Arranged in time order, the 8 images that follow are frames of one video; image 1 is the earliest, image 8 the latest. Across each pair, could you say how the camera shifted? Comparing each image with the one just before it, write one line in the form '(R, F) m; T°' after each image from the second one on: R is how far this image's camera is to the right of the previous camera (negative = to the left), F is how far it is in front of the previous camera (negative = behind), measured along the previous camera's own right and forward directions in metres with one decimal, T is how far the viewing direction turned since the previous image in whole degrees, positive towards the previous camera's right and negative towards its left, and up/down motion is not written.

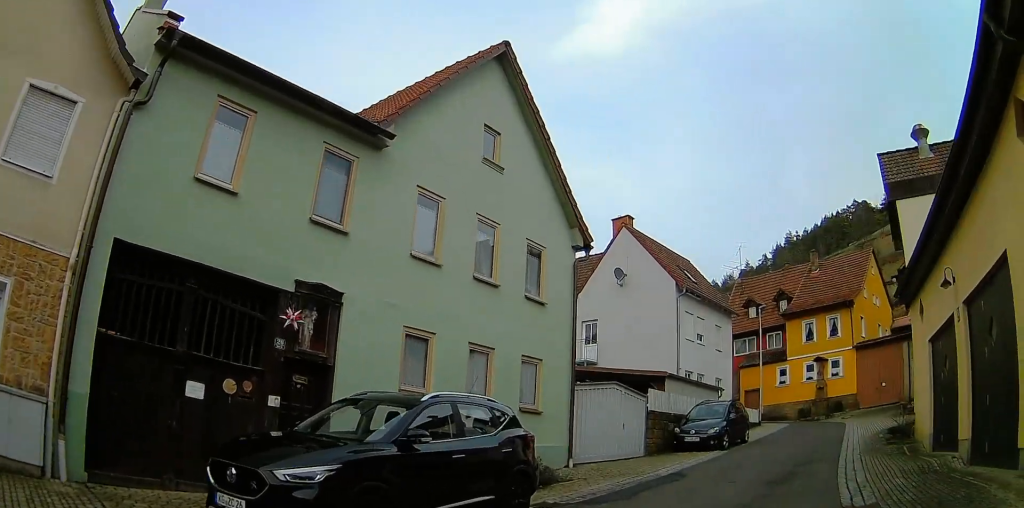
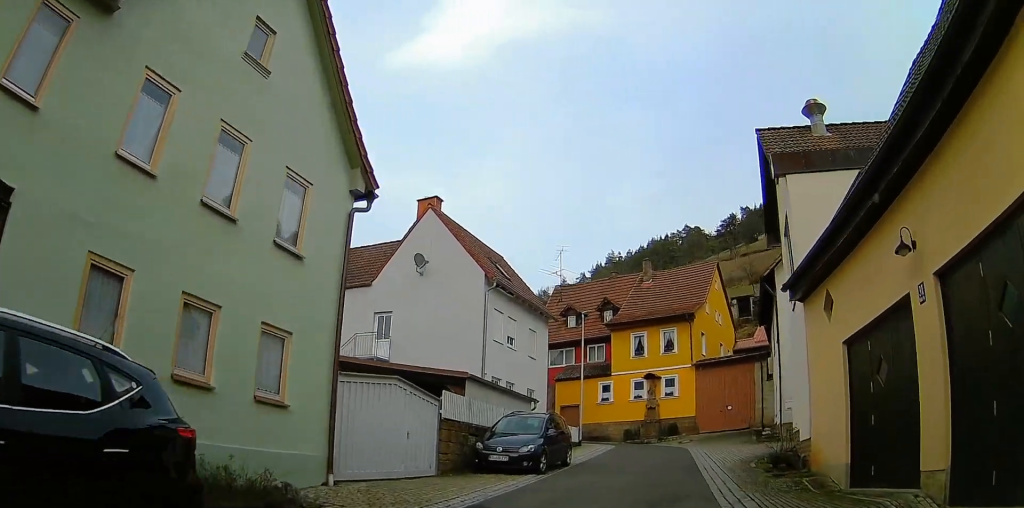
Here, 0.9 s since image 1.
(+0.1, +3.5) m; +9°
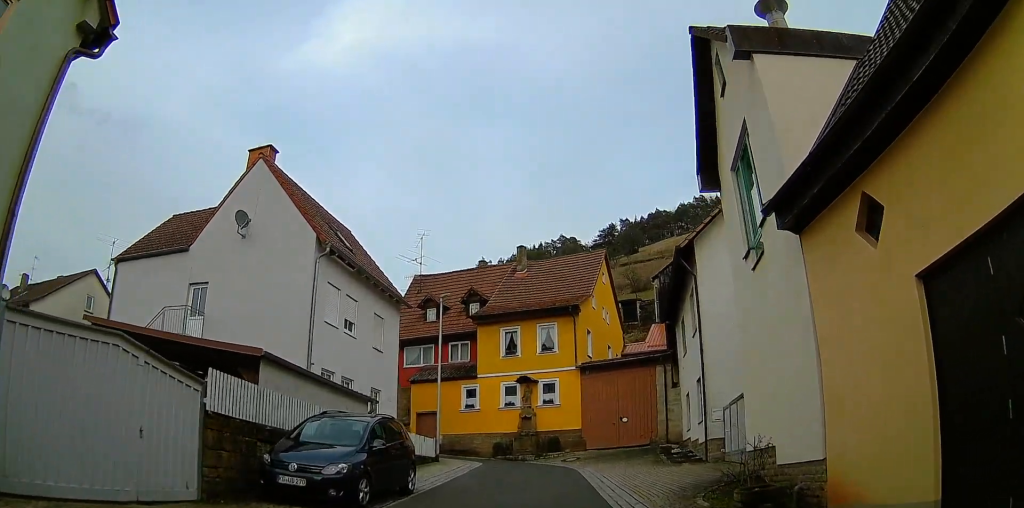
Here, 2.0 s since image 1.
(+0.5, +5.2) m; +1°
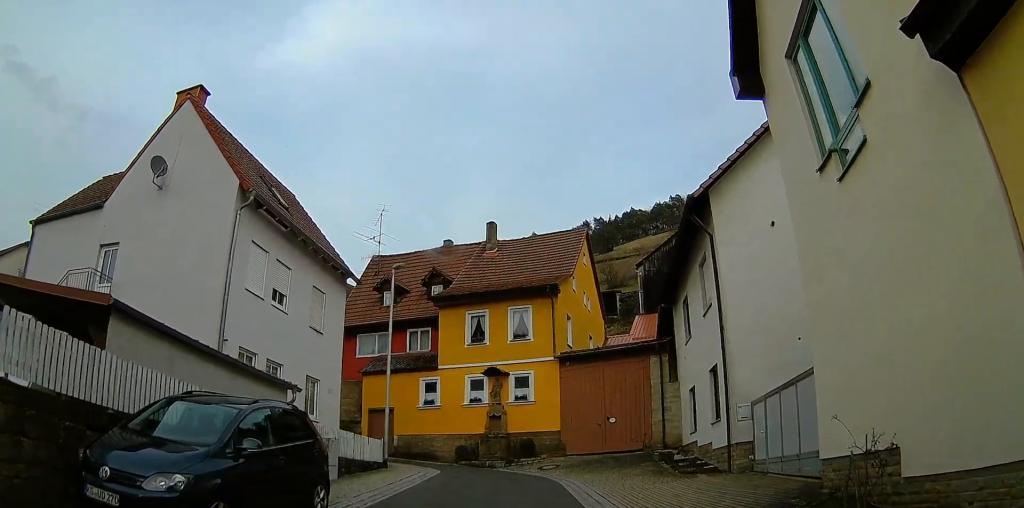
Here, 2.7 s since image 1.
(-0.4, +4.3) m; +2°
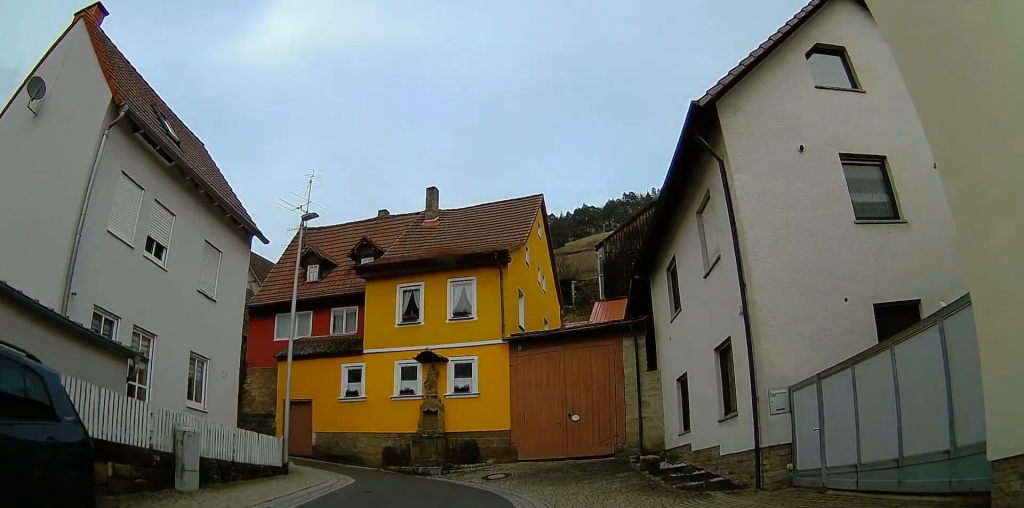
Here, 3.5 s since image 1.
(+0.4, +4.5) m; +6°
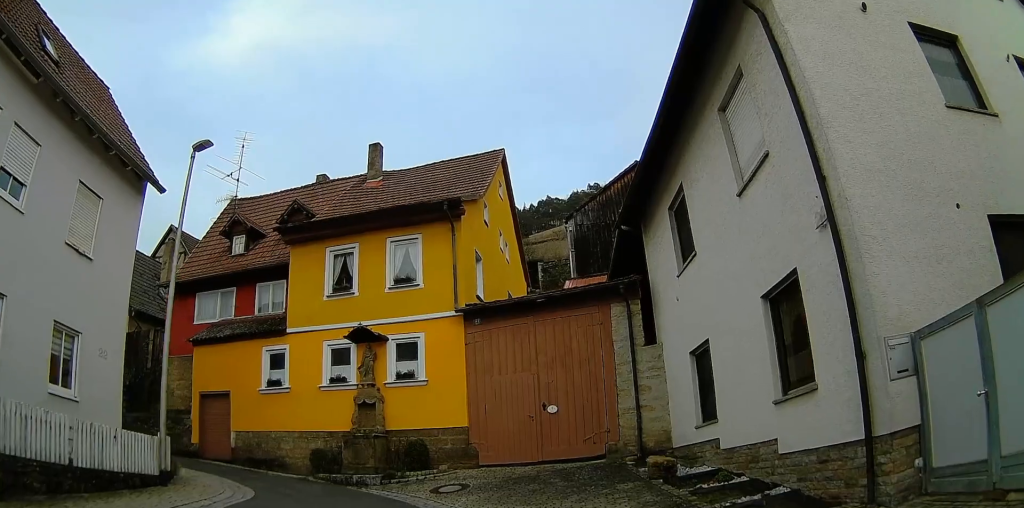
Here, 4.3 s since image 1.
(+0.3, +4.4) m; +8°
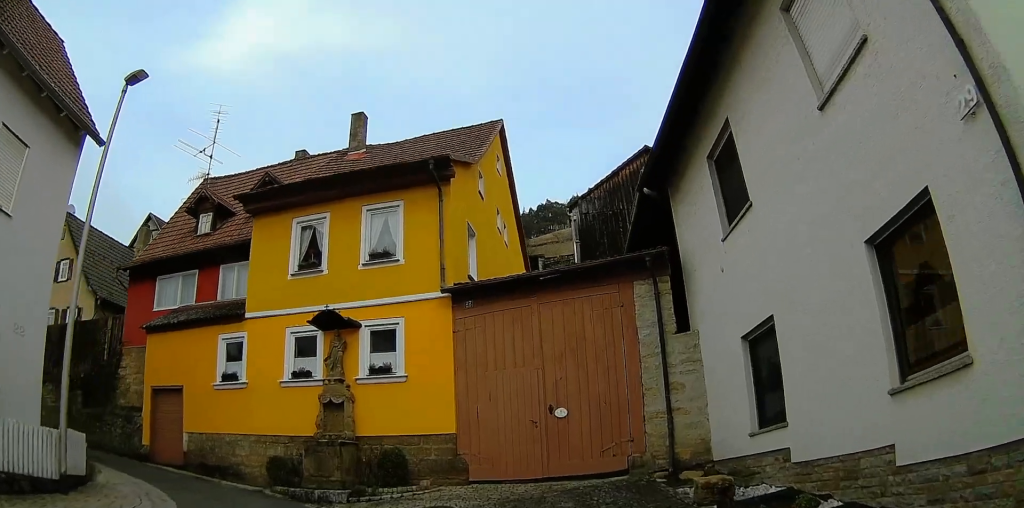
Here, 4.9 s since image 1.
(-0.2, +2.9) m; +6°
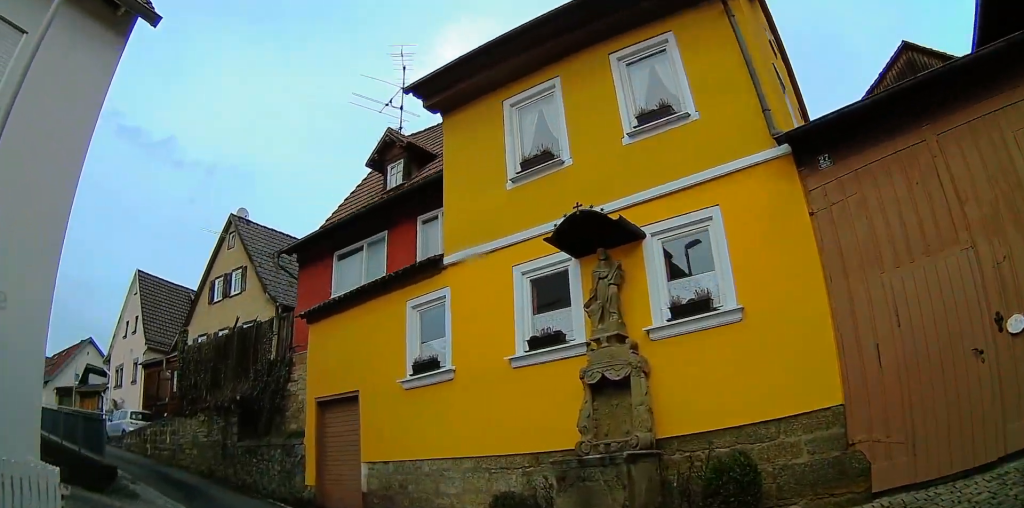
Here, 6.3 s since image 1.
(-0.7, +5.1) m; -32°
